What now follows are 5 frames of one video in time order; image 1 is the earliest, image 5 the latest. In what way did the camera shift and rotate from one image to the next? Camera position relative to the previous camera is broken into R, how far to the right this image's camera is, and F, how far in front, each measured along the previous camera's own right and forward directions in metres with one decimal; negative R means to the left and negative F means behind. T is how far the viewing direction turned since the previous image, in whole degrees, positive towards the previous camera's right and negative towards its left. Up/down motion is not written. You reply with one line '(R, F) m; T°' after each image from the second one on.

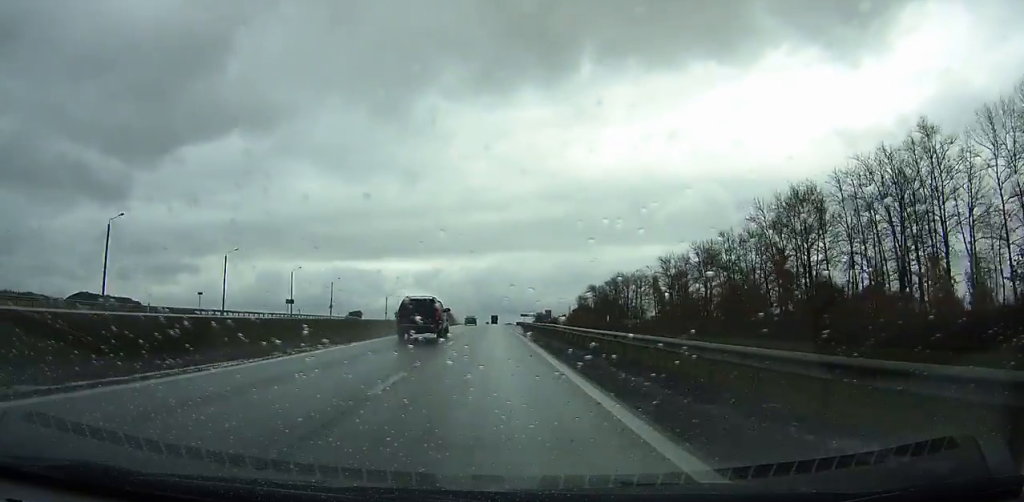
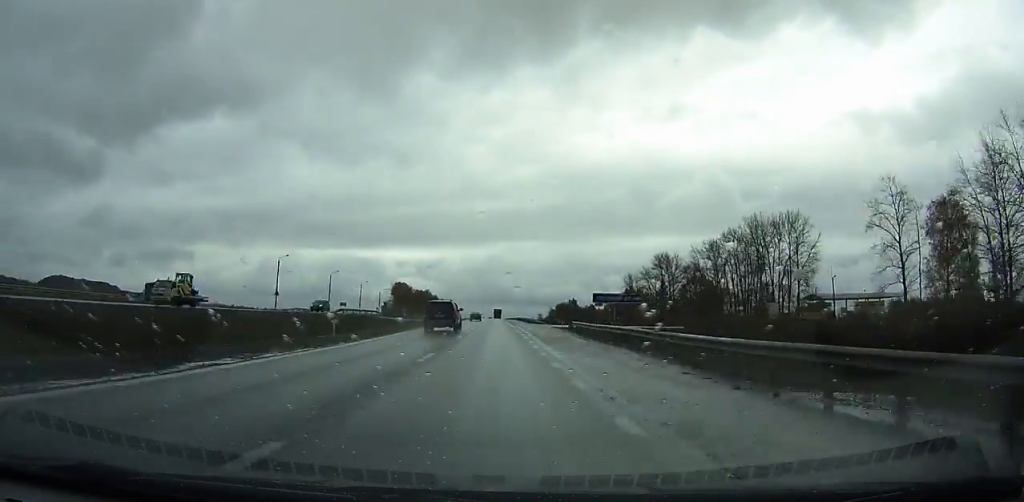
(0.0, +114.6) m; 0°
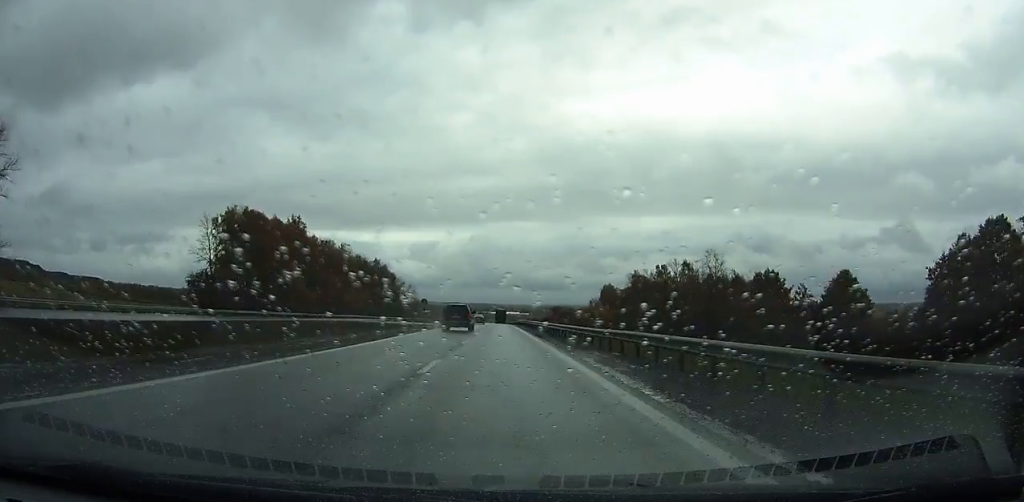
(+0.3, +279.6) m; 0°
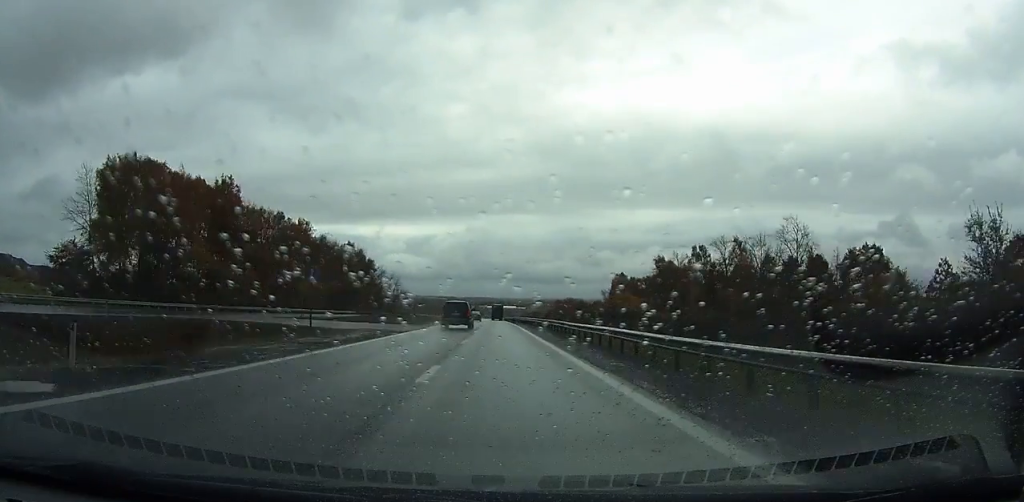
(0.0, +37.5) m; 0°
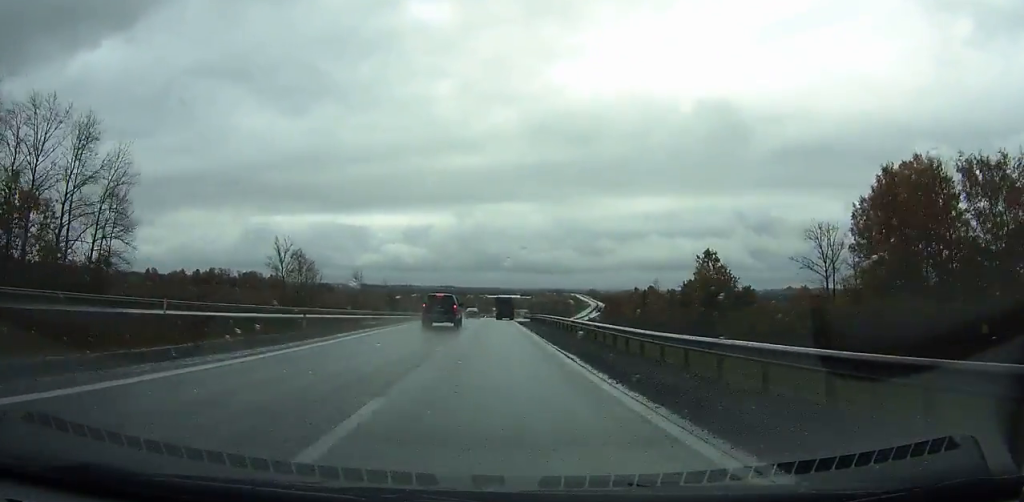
(+0.2, +180.0) m; 0°
